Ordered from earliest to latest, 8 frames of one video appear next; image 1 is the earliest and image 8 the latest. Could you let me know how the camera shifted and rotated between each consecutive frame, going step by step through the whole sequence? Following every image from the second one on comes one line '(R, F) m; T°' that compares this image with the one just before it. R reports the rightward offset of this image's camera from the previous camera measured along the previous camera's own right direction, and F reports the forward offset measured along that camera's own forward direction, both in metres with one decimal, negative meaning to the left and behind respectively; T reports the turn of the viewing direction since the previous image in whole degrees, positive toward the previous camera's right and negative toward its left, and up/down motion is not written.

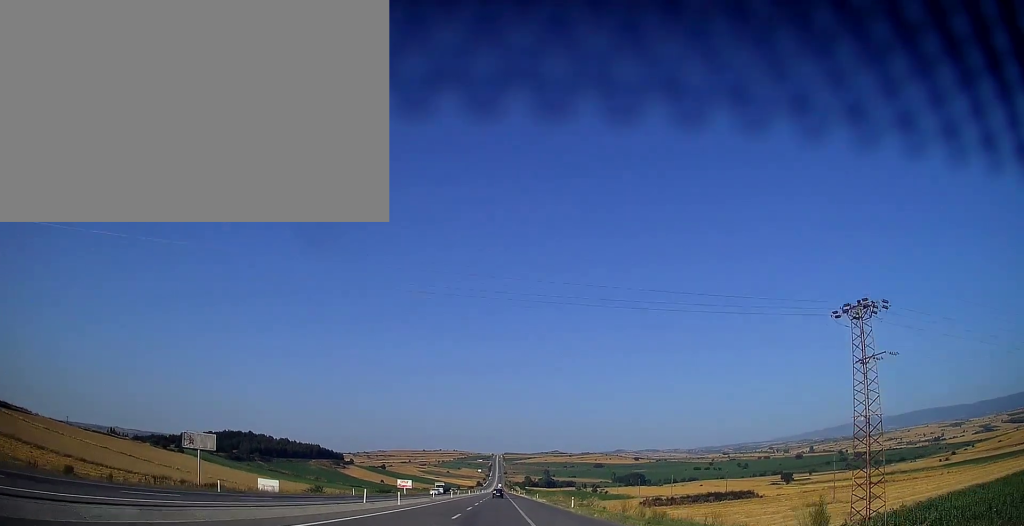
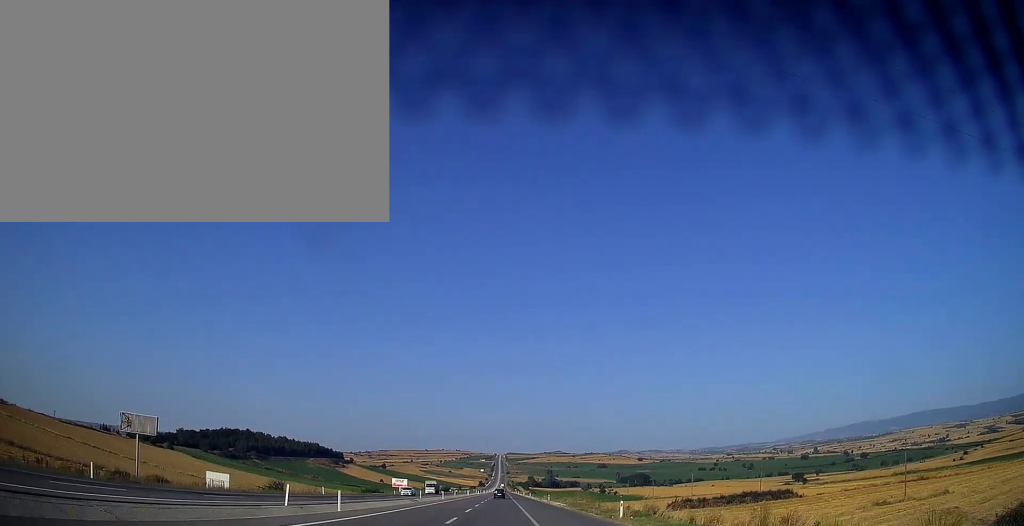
(-0.1, +17.9) m; 0°
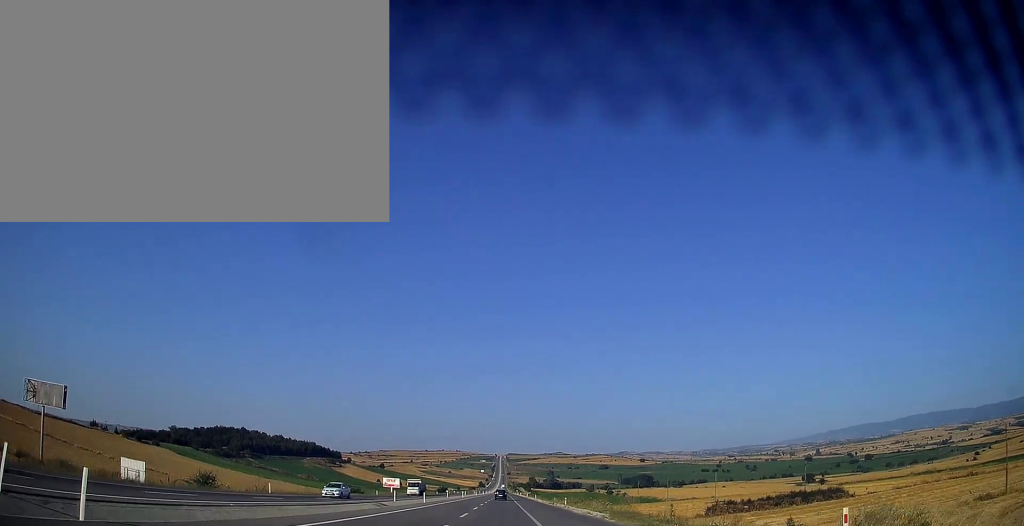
(0.0, +18.0) m; 0°
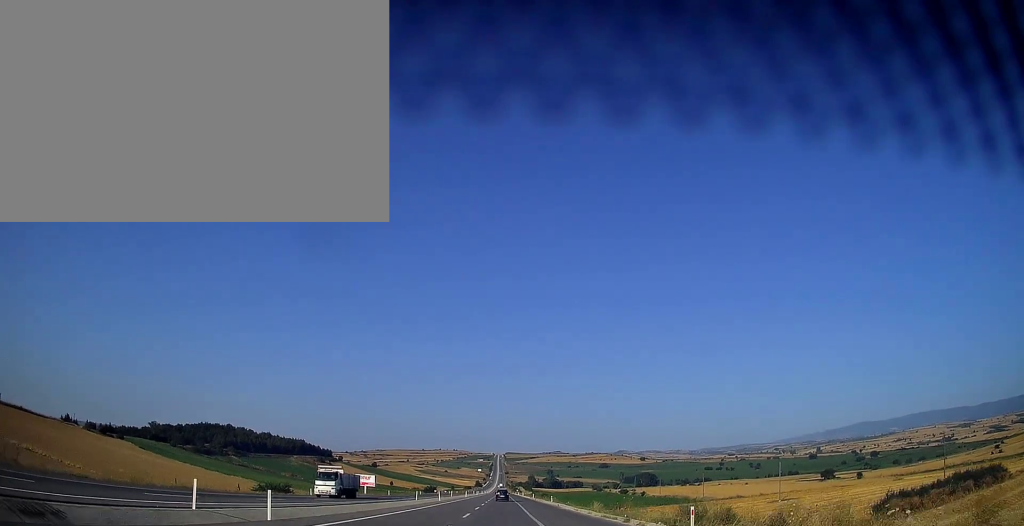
(0.0, +39.1) m; 0°
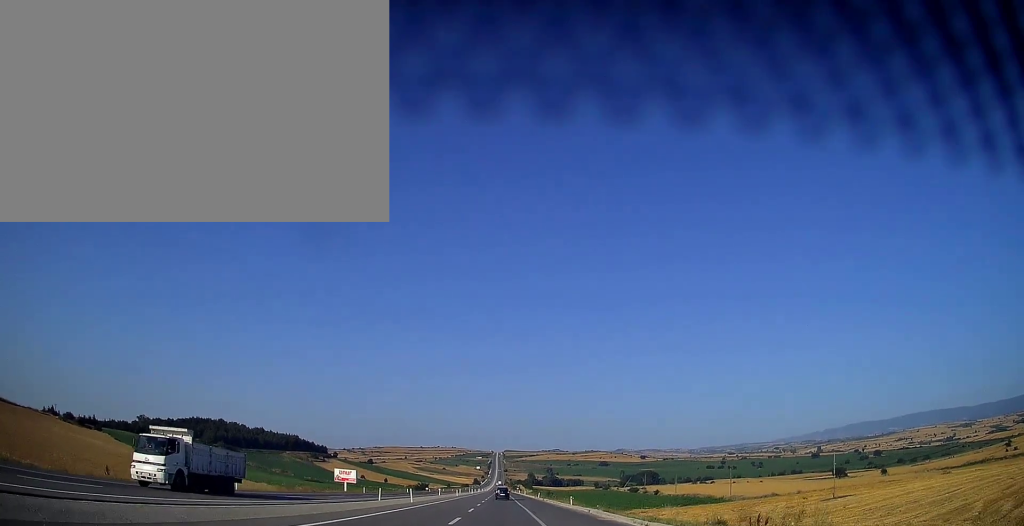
(+0.1, +21.3) m; 0°
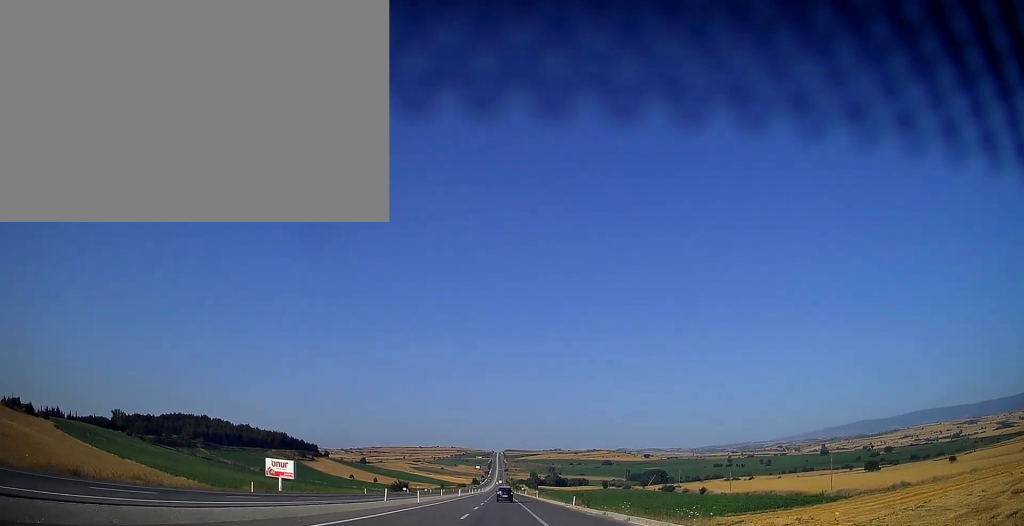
(-0.1, +46.9) m; 0°
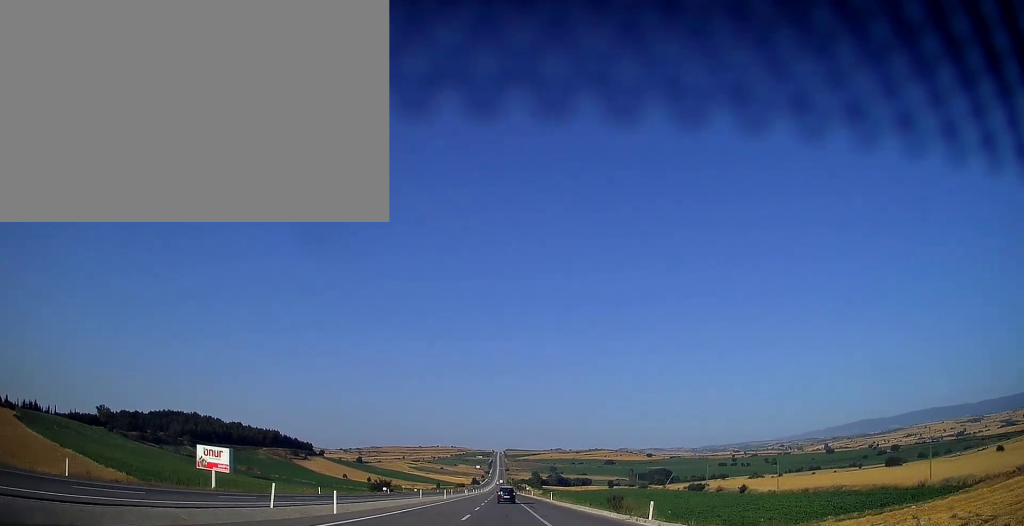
(-0.1, +26.5) m; 0°
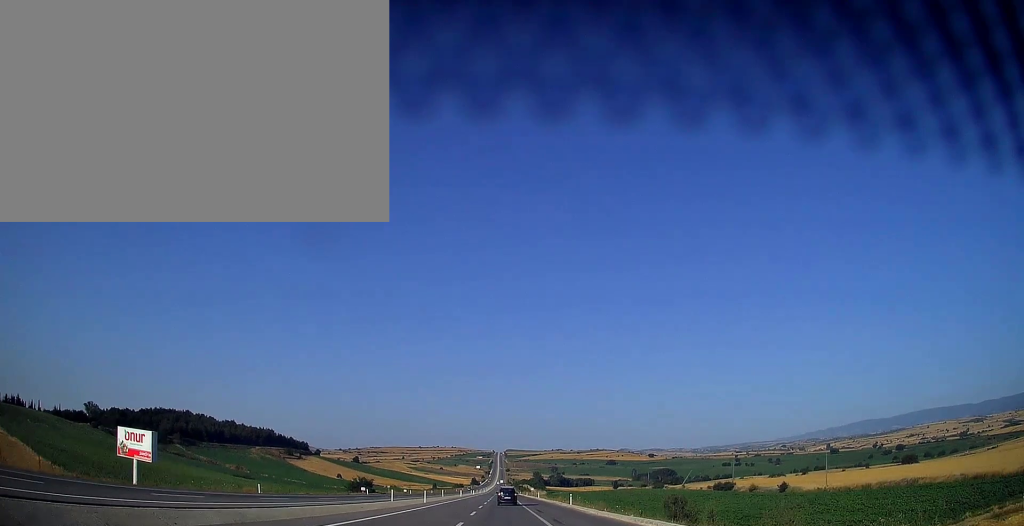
(+0.2, +19.6) m; 0°
